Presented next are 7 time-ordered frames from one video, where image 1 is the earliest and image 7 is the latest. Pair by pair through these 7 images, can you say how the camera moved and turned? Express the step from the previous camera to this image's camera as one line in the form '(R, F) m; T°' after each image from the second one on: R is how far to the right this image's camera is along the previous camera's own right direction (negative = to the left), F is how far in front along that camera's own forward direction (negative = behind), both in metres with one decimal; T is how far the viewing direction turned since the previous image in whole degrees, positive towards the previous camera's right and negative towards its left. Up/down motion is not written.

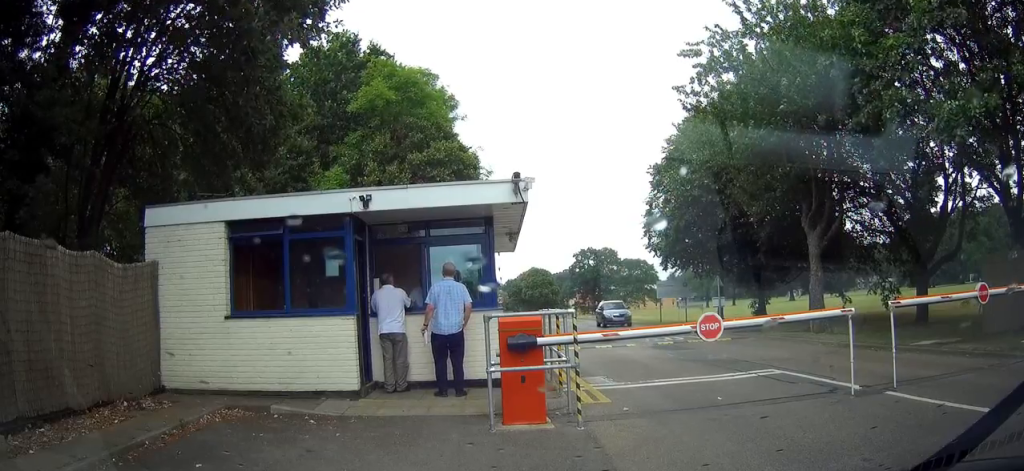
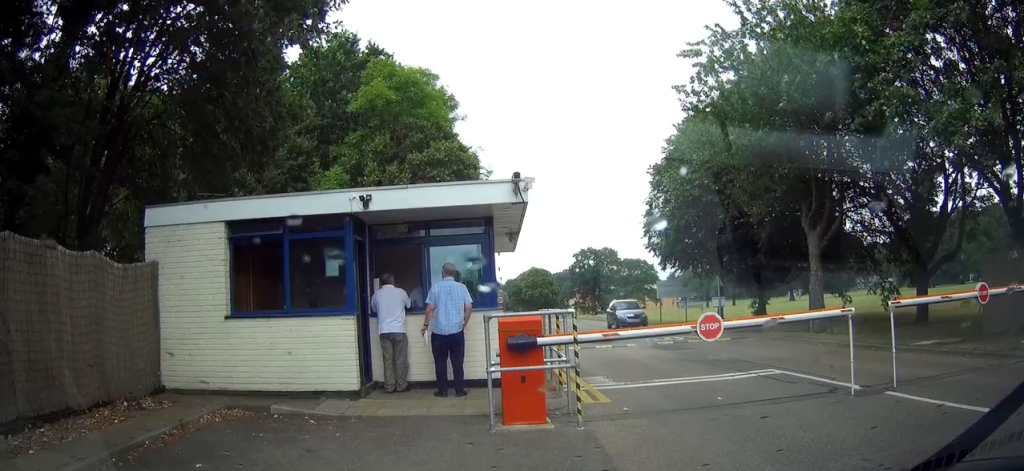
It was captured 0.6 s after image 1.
(0.0, 0.0) m; 0°
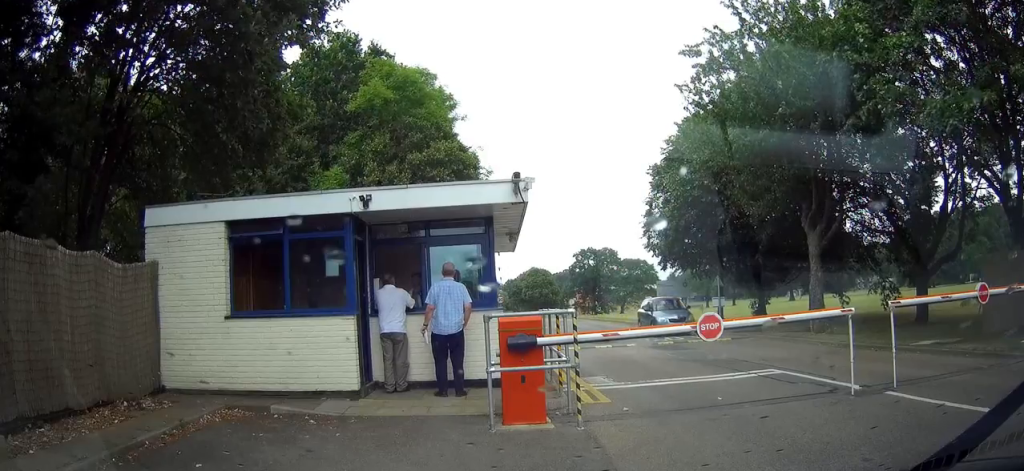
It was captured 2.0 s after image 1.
(0.0, 0.0) m; 0°
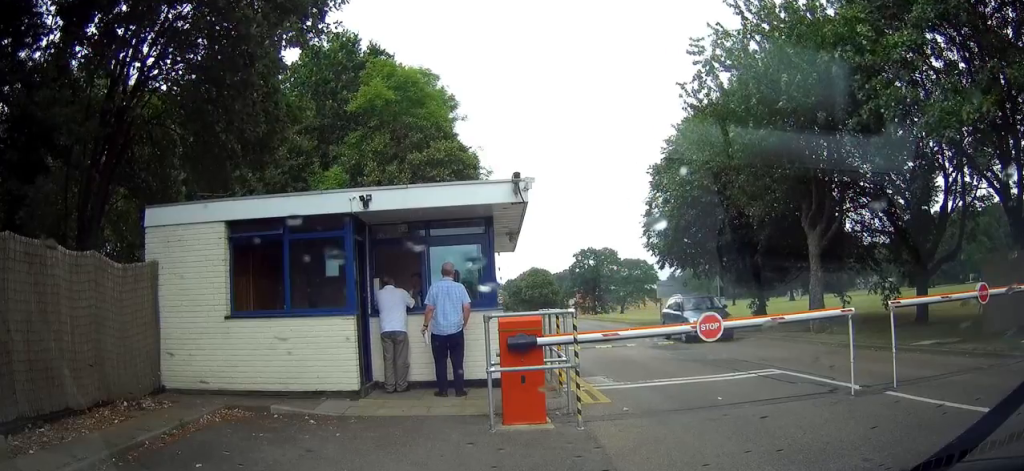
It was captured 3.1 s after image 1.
(0.0, 0.0) m; 0°
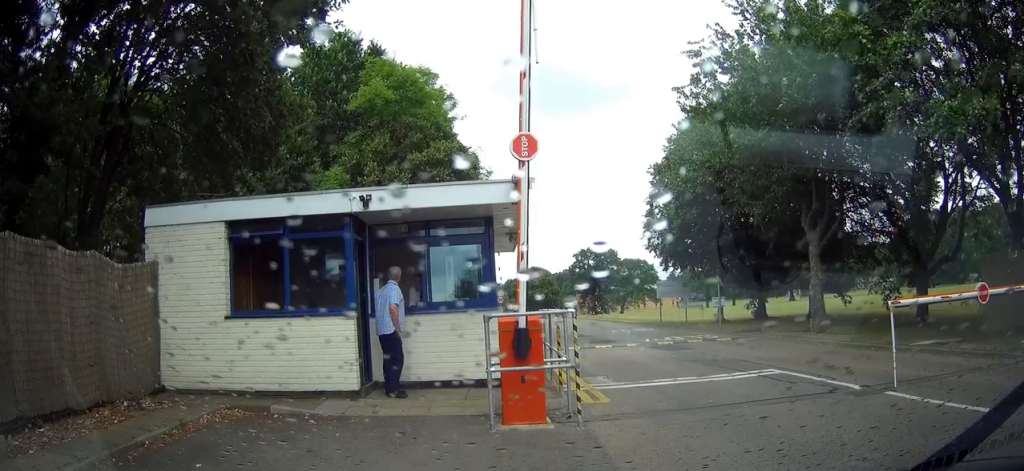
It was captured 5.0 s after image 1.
(0.0, 0.0) m; 0°
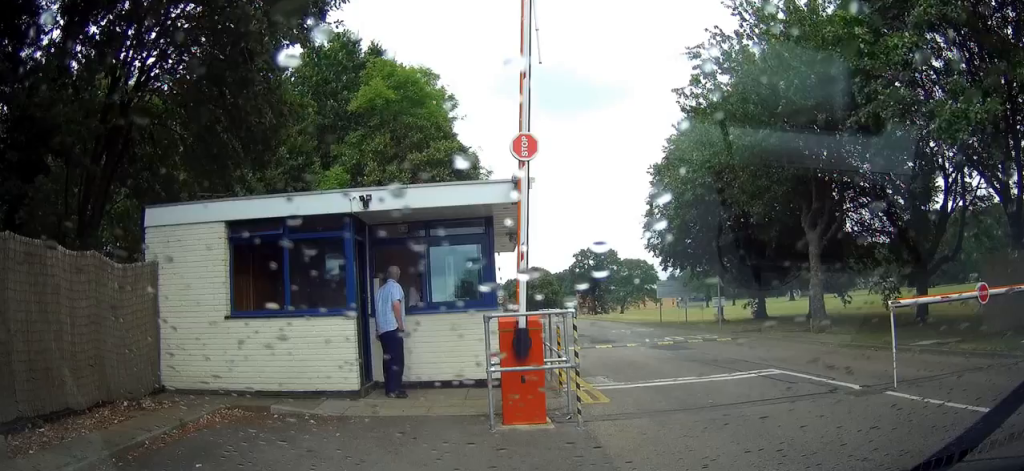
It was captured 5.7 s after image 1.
(0.0, 0.0) m; 0°
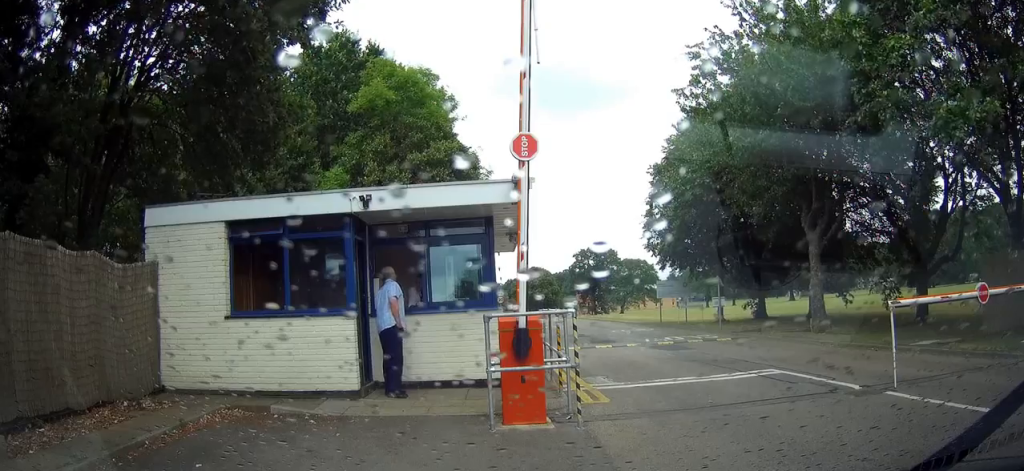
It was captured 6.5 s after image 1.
(0.0, 0.0) m; 0°
